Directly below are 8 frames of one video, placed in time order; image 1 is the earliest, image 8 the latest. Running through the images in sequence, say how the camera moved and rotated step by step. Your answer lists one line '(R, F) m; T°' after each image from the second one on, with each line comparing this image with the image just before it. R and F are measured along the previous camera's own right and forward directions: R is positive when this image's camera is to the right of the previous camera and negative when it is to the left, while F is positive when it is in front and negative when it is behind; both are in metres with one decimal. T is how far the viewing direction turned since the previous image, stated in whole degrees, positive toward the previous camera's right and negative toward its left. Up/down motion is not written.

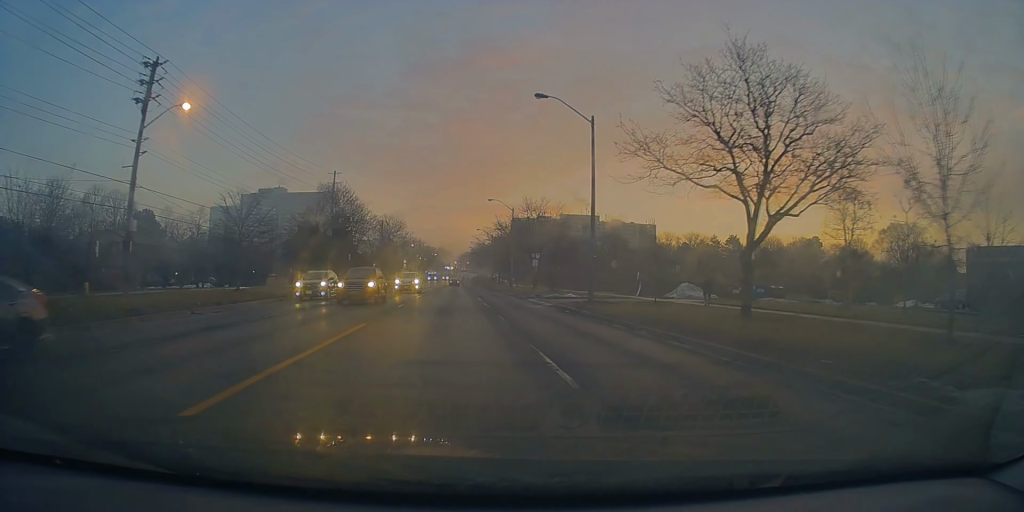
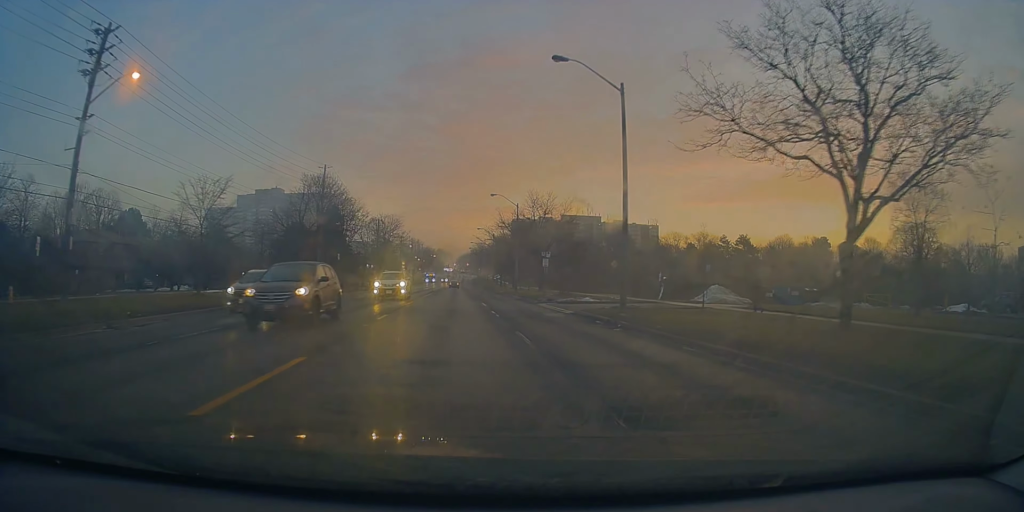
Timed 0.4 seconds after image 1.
(-0.1, +5.7) m; 0°
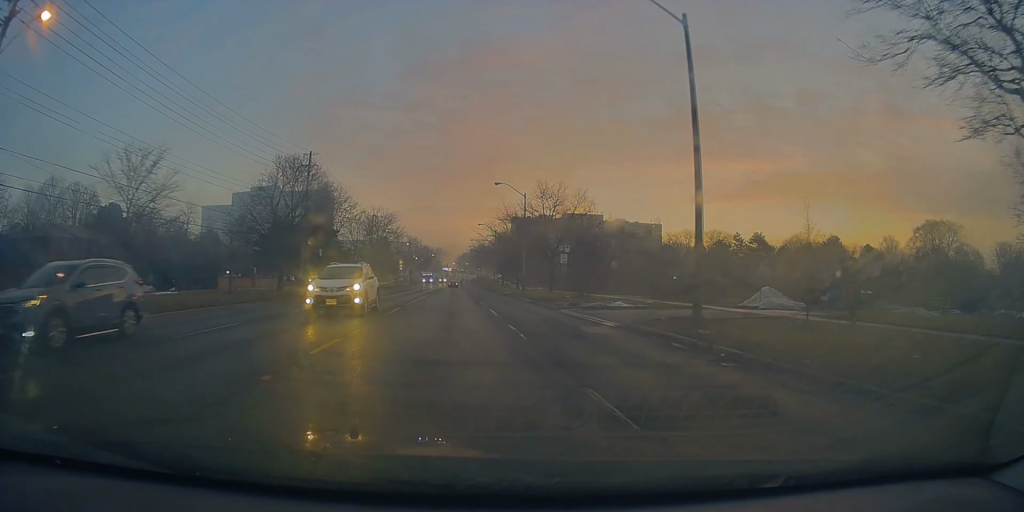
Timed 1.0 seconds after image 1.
(-0.1, +7.5) m; 0°
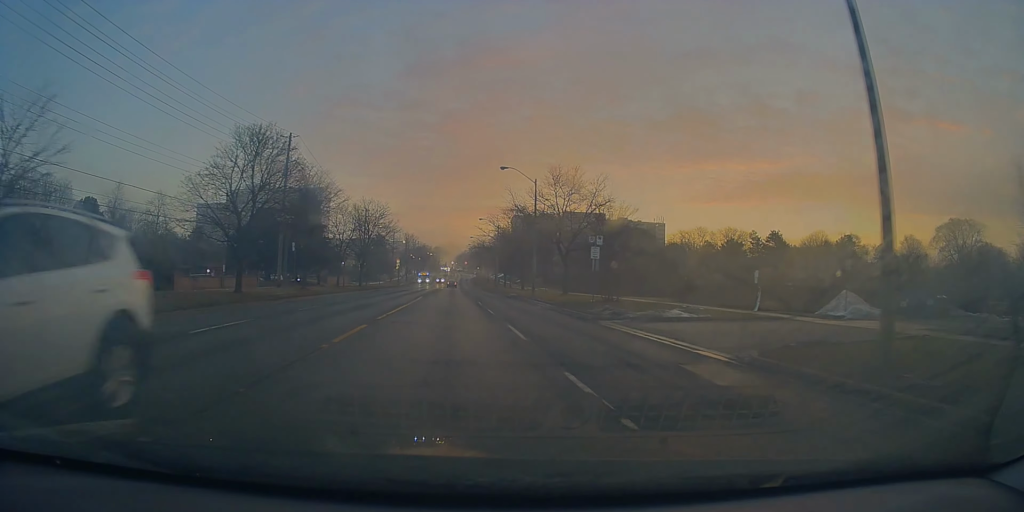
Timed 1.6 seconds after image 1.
(+0.1, +8.4) m; +1°
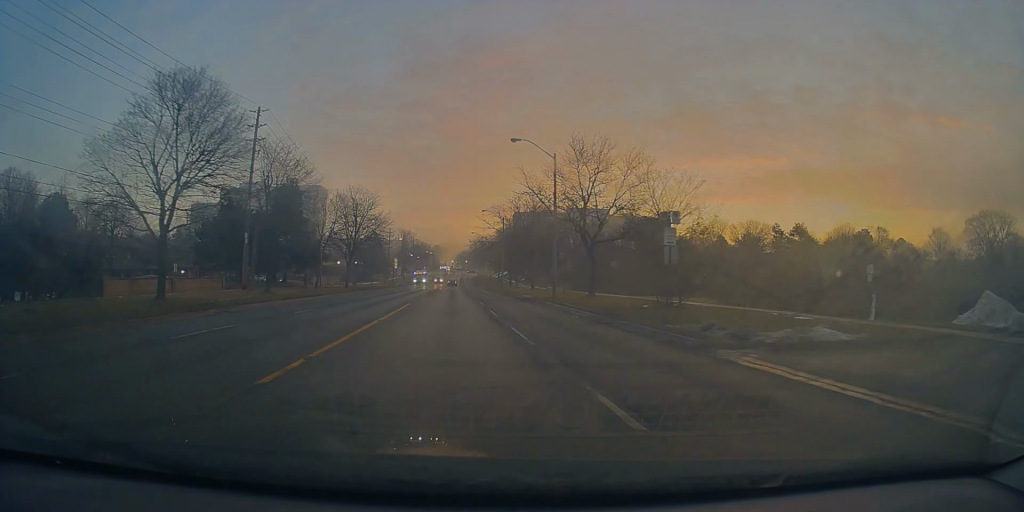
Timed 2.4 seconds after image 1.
(+0.1, +10.1) m; +1°
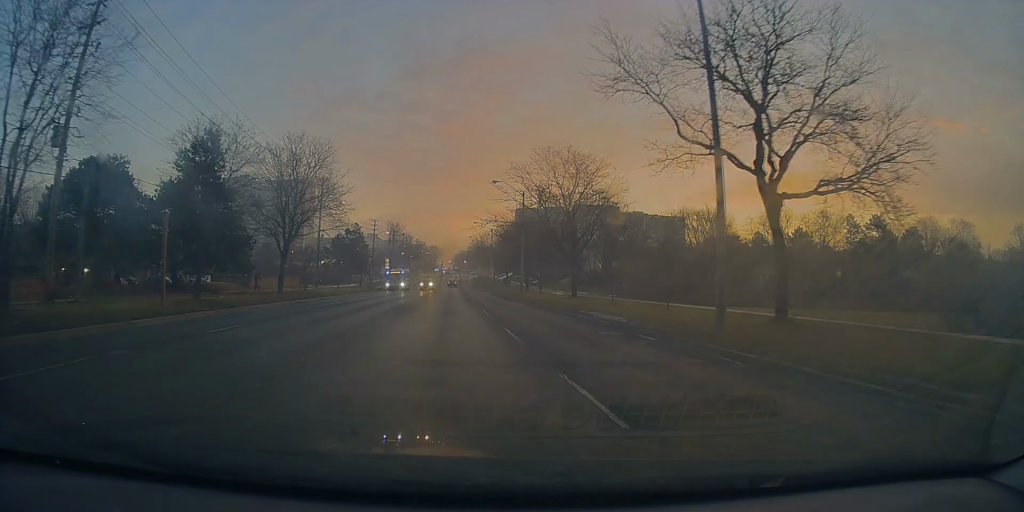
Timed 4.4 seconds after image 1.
(0.0, +26.0) m; 0°
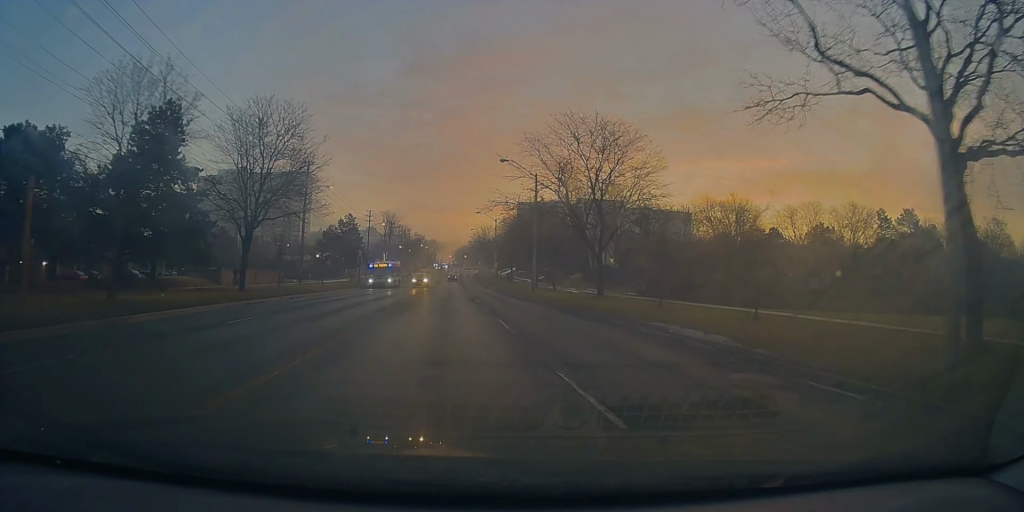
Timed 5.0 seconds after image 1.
(+0.3, +8.2) m; 0°
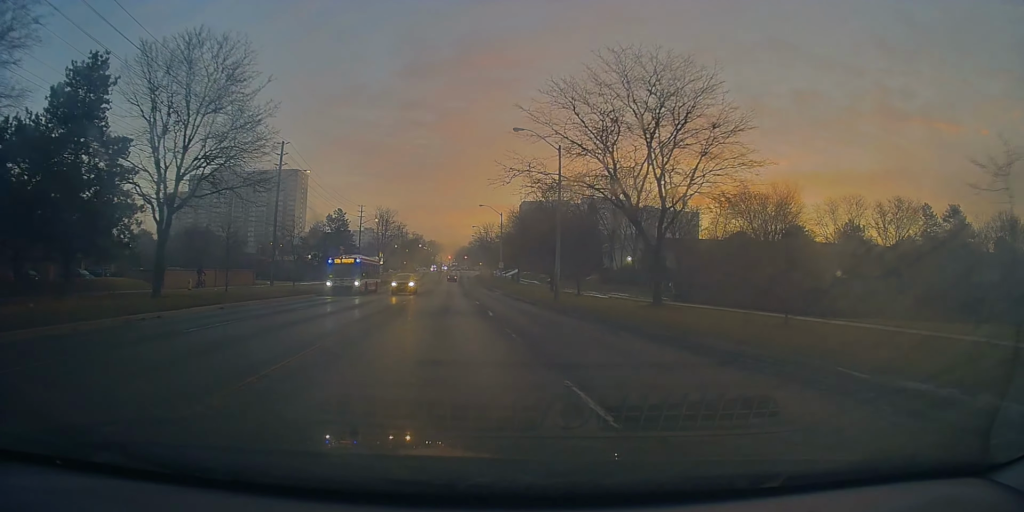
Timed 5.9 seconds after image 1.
(-0.4, +10.7) m; -2°
